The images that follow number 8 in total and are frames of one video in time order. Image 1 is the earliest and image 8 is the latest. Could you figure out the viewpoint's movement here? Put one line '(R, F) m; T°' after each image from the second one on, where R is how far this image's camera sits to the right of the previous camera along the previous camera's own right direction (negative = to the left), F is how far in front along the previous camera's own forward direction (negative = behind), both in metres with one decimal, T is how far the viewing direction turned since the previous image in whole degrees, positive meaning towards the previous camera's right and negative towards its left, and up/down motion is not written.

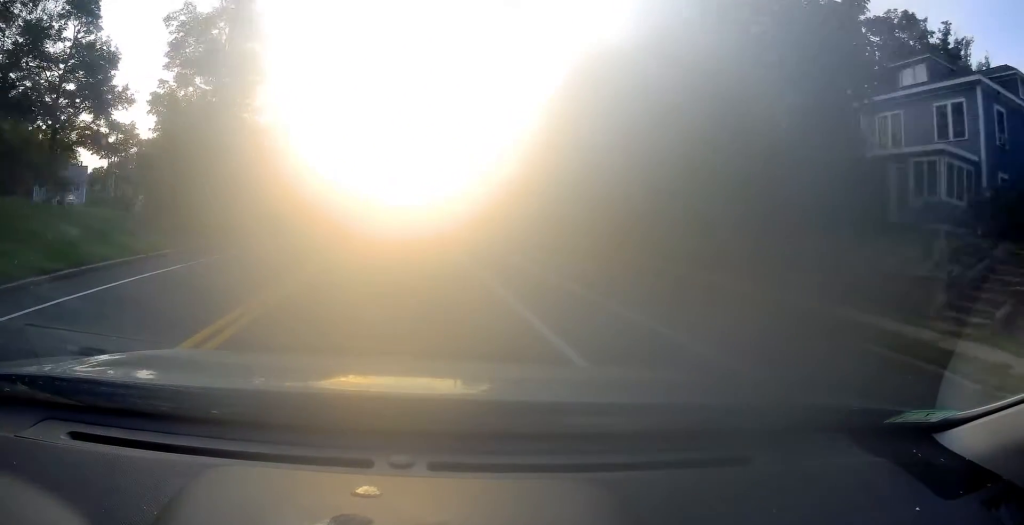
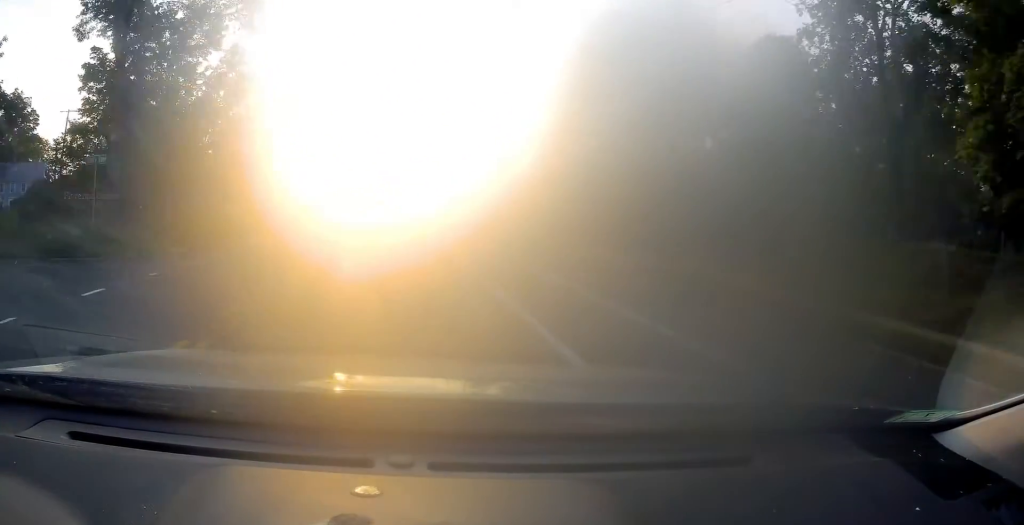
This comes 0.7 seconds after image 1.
(+0.2, +13.2) m; 0°
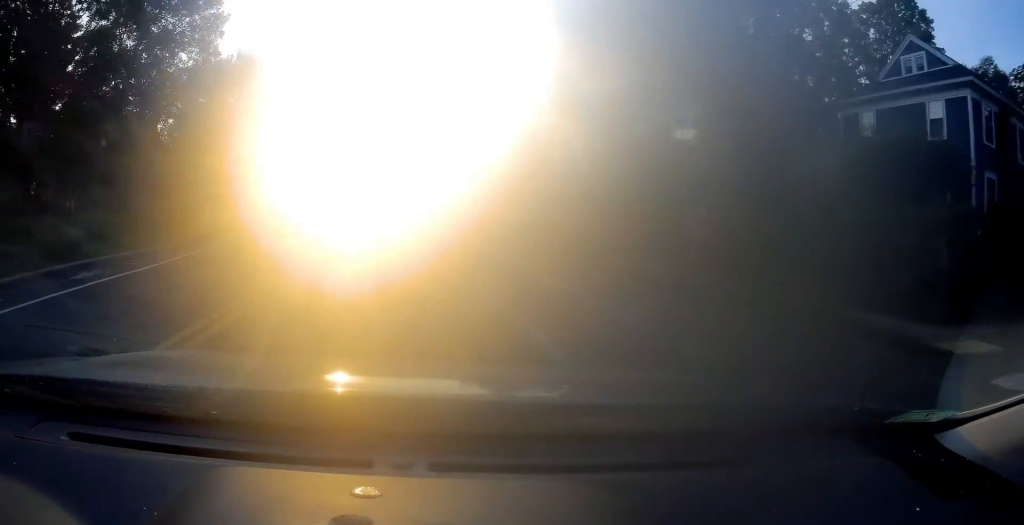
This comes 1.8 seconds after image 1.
(-0.1, +18.5) m; -1°
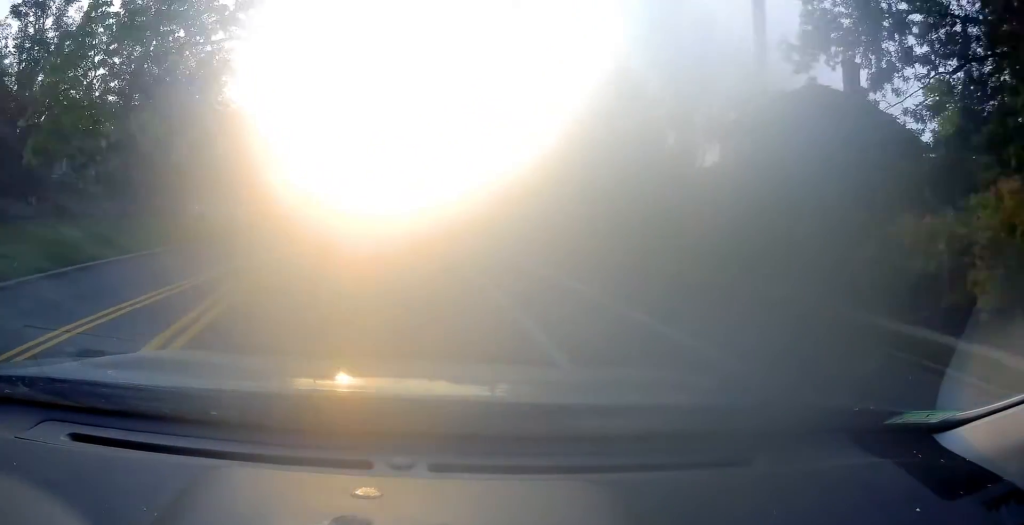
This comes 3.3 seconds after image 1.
(0.0, +25.3) m; +1°
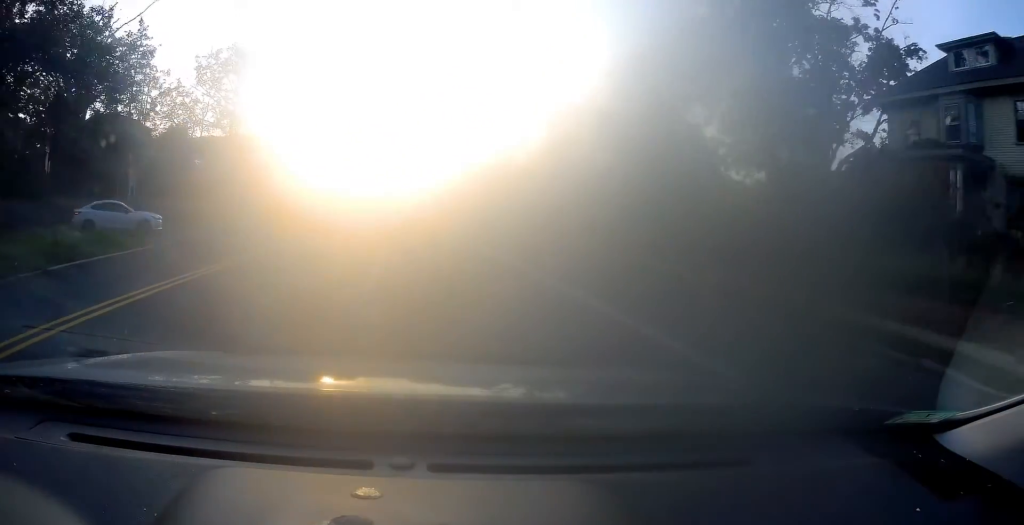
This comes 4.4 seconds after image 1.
(+0.2, +15.6) m; -2°
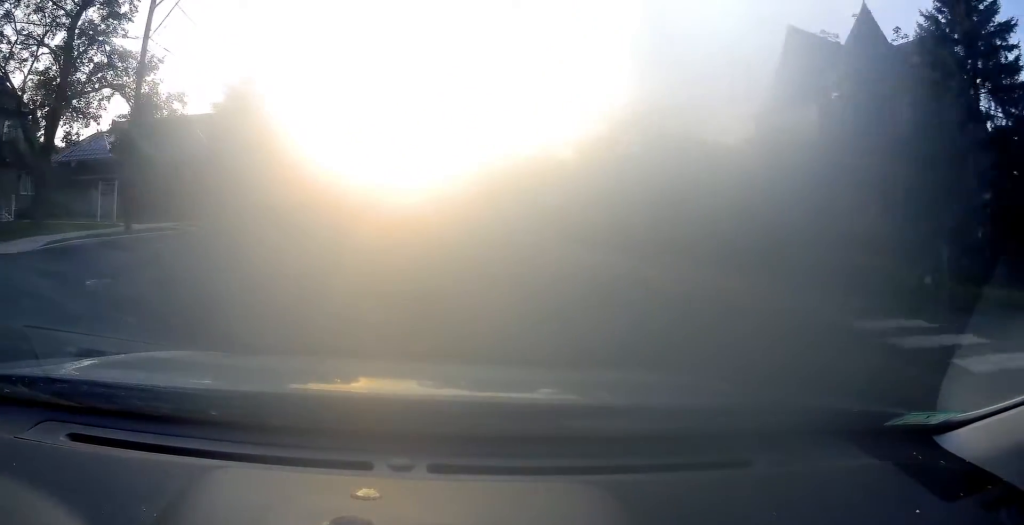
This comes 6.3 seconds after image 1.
(-0.6, +25.1) m; -1°
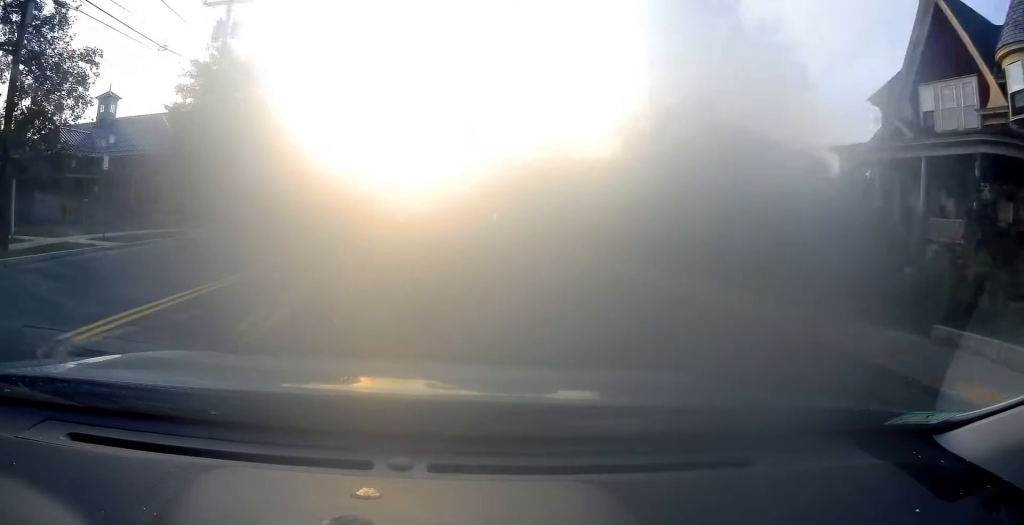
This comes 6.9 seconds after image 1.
(-0.4, +8.0) m; 0°
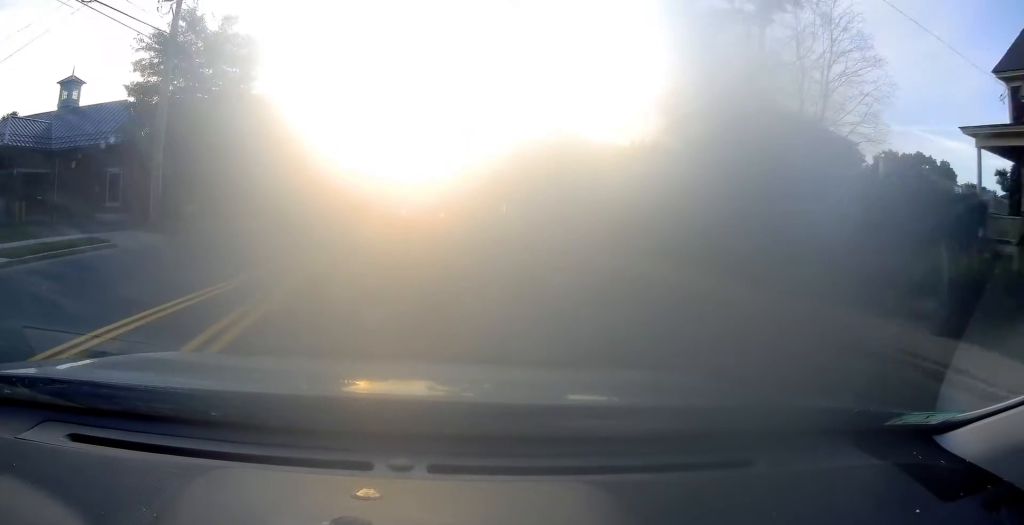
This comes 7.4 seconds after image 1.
(0.0, +5.7) m; +1°
